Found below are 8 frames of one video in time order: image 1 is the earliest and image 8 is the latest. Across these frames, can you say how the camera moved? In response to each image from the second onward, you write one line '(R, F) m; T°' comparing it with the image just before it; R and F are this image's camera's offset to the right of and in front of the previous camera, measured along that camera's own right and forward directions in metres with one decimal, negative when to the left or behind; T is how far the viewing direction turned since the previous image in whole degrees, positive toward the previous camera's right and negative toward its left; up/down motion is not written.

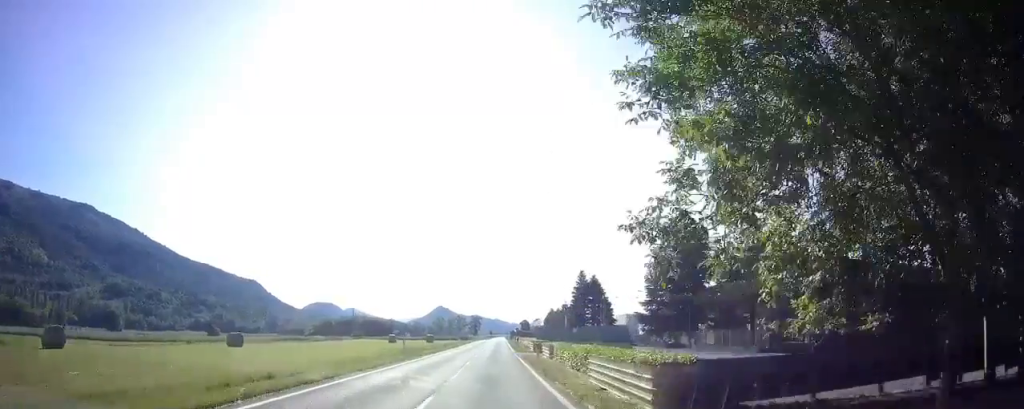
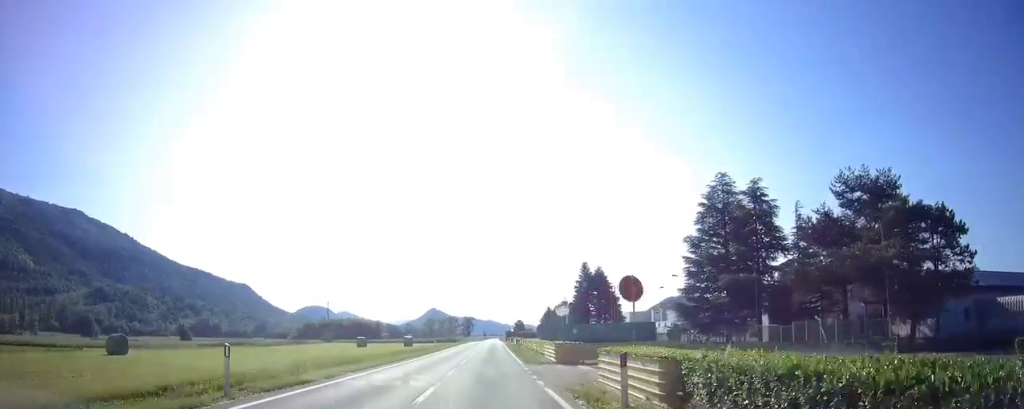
(+0.4, +20.0) m; +1°
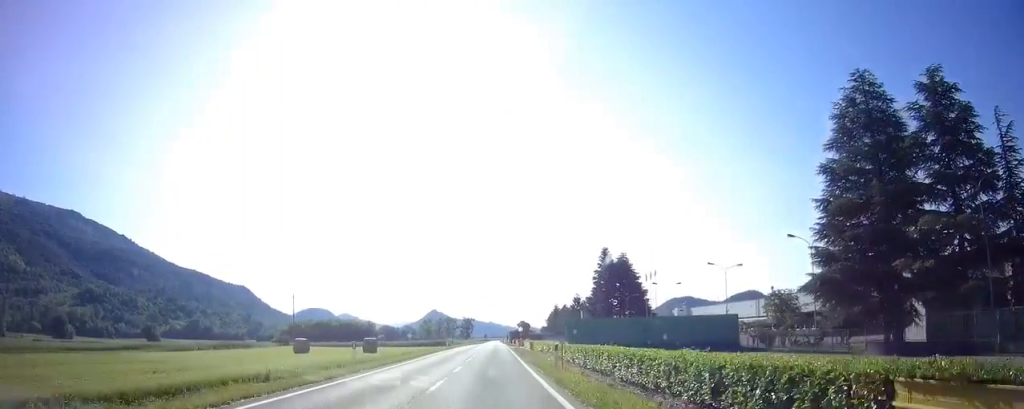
(0.0, +26.9) m; -1°
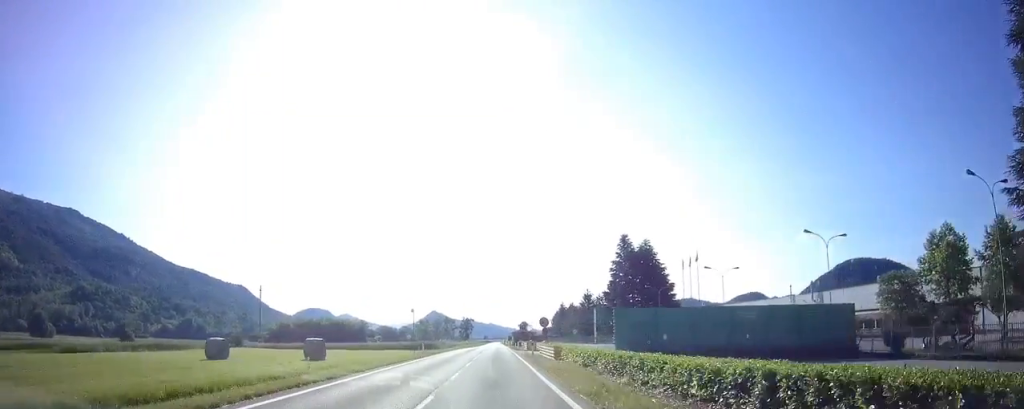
(-0.3, +18.9) m; 0°
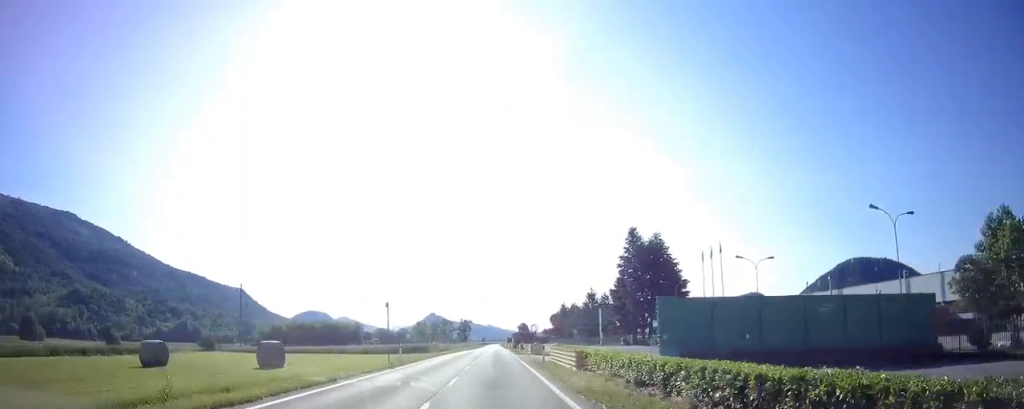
(0.0, +8.0) m; 0°
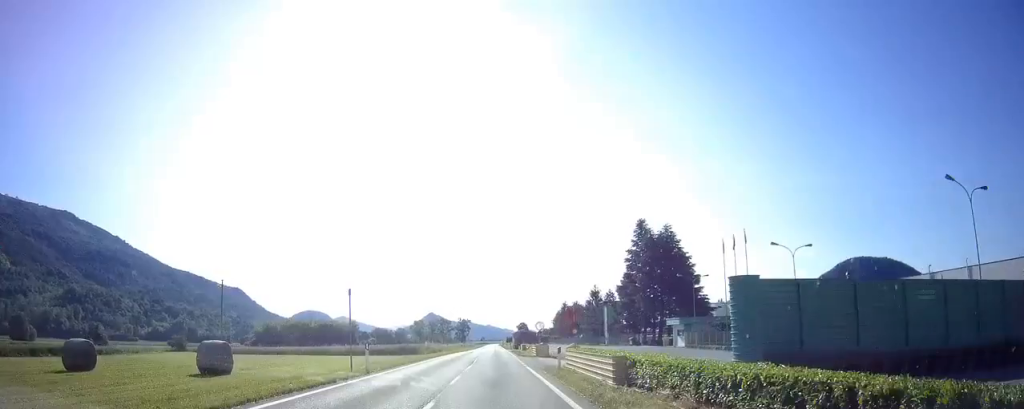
(+0.1, +6.9) m; +1°
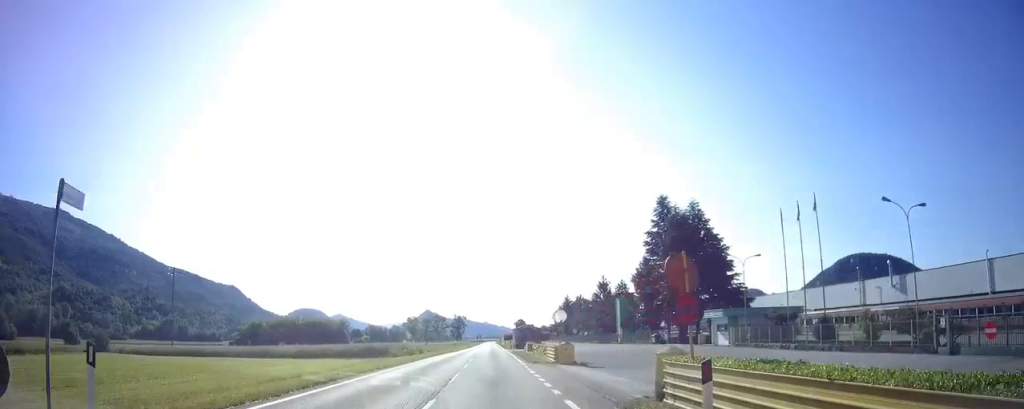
(+0.1, +14.4) m; +1°
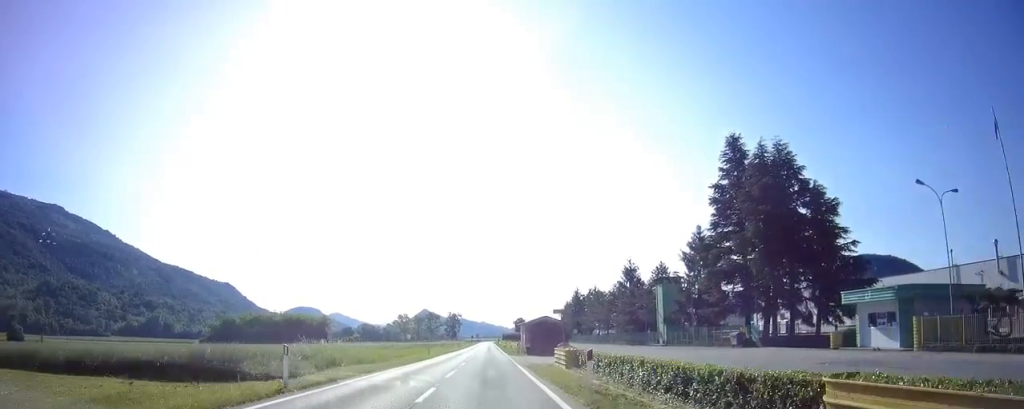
(0.0, +26.5) m; 0°
